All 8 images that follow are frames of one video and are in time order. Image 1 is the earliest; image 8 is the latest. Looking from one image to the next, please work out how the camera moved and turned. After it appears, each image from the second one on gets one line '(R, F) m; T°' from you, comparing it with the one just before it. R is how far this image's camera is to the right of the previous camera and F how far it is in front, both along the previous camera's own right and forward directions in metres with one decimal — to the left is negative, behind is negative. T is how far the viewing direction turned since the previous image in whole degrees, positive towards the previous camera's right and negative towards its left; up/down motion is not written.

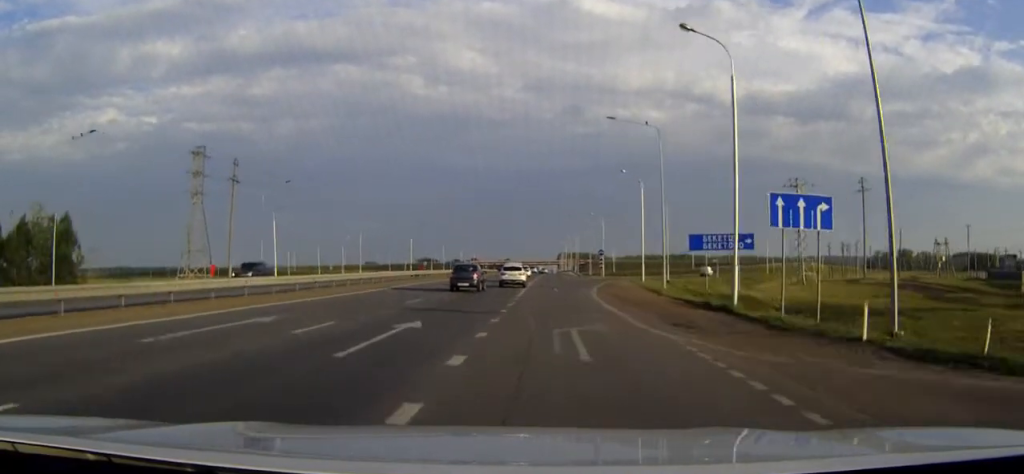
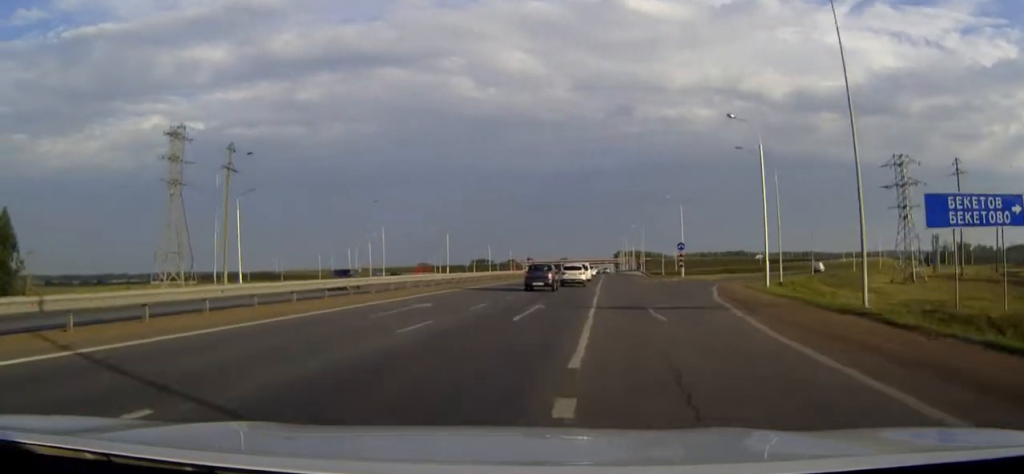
(+0.2, +26.8) m; +1°
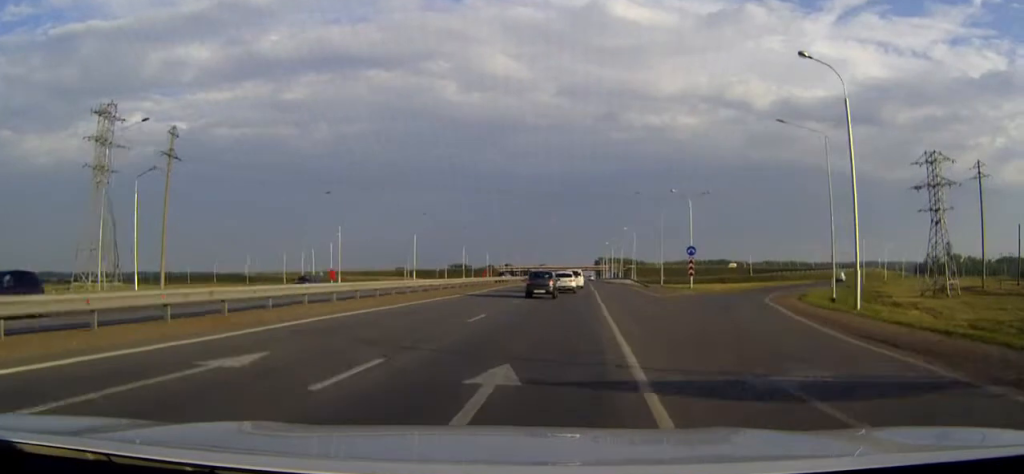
(0.0, +19.0) m; 0°
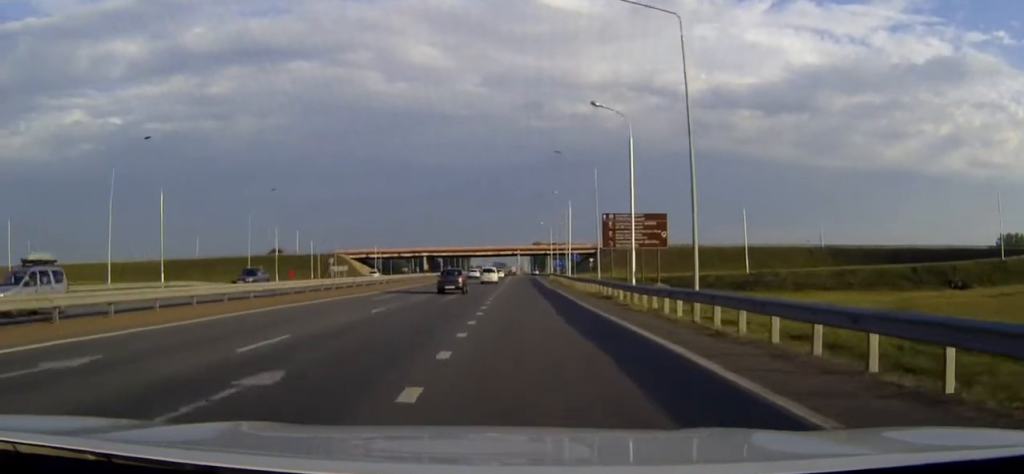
(0.0, +59.9) m; 0°
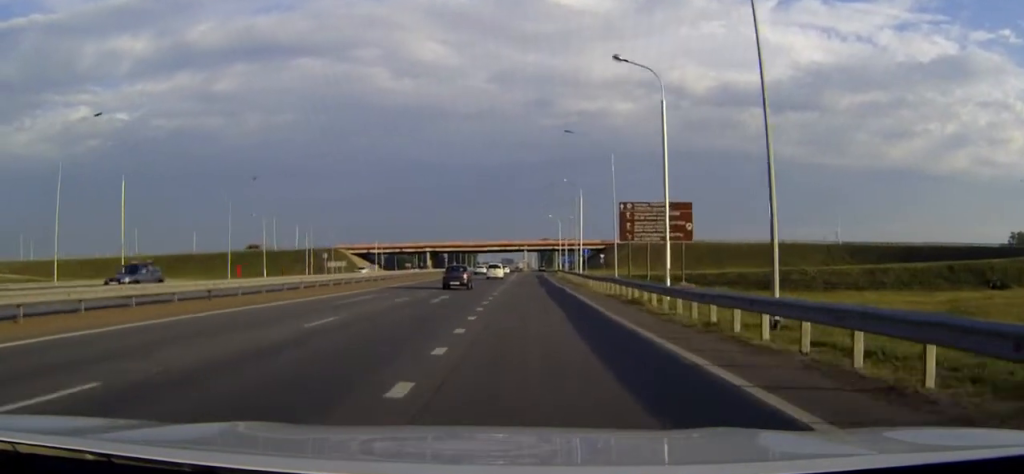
(0.0, +12.3) m; 0°
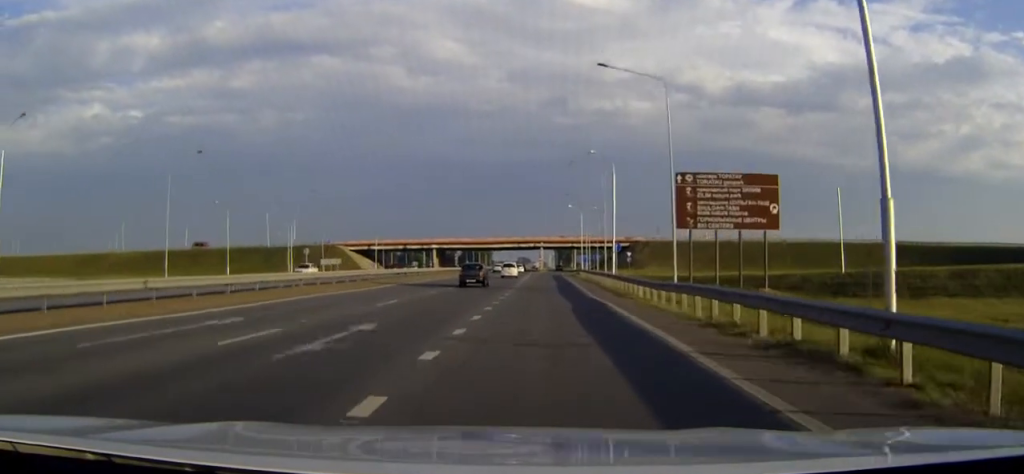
(0.0, +28.1) m; 0°
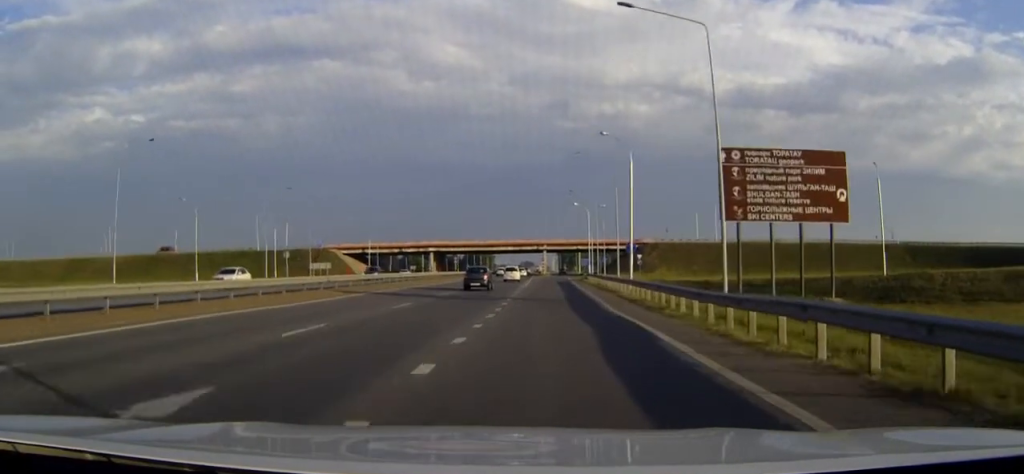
(0.0, +14.9) m; 0°
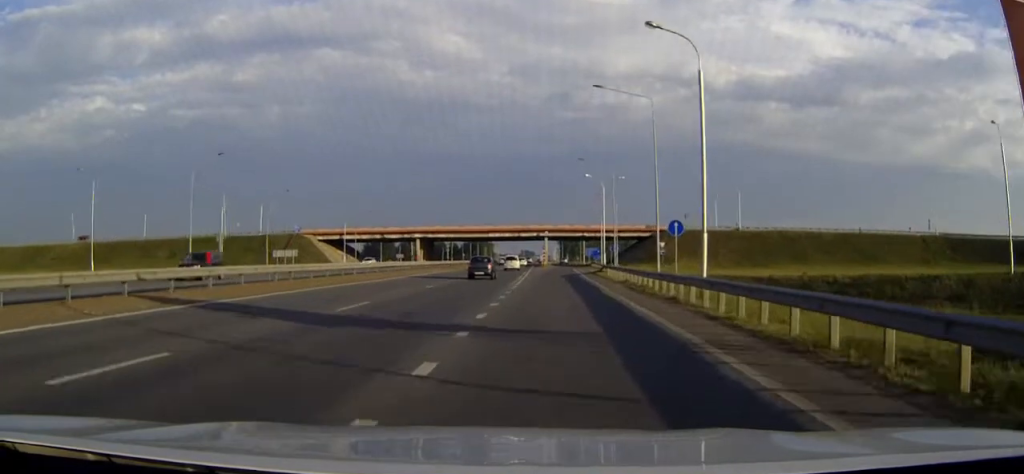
(0.0, +35.3) m; 0°
